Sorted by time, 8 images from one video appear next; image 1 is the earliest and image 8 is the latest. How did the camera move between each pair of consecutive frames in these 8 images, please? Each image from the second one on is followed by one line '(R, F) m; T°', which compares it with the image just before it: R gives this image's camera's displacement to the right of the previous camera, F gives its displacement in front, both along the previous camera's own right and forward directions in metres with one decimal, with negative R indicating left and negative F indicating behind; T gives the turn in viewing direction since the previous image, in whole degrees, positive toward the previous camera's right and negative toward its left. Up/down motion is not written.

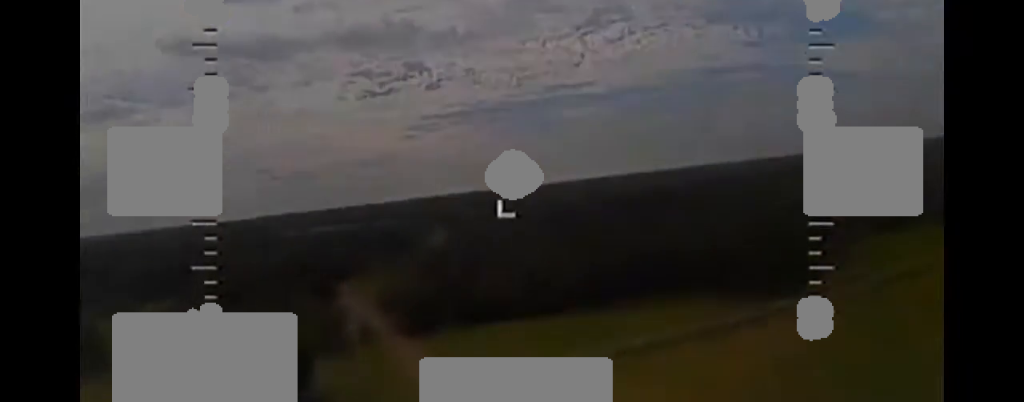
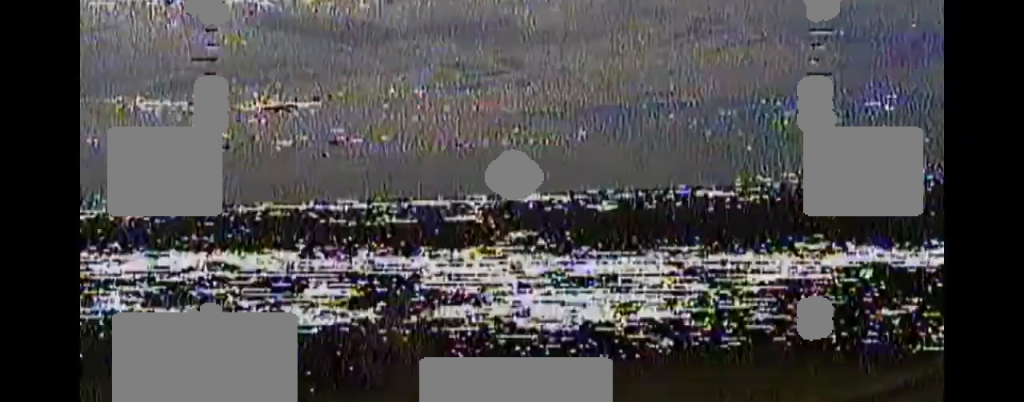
(-0.2, +35.0) m; +2°
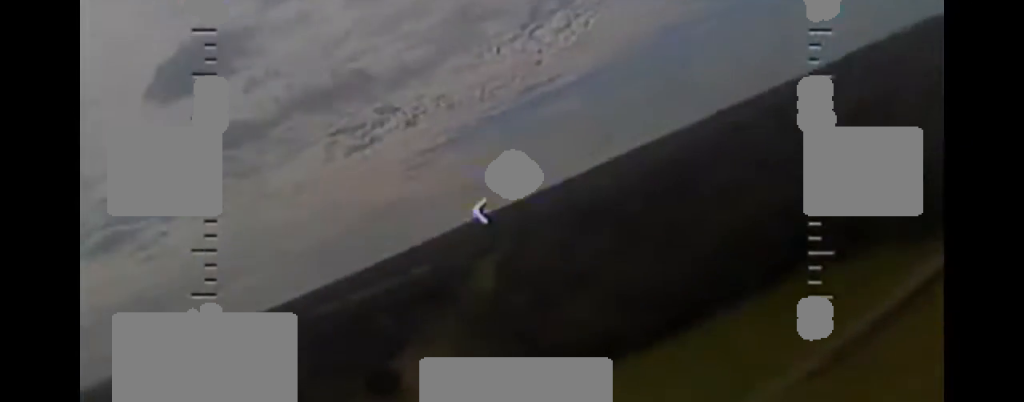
(-0.5, +7.8) m; +3°
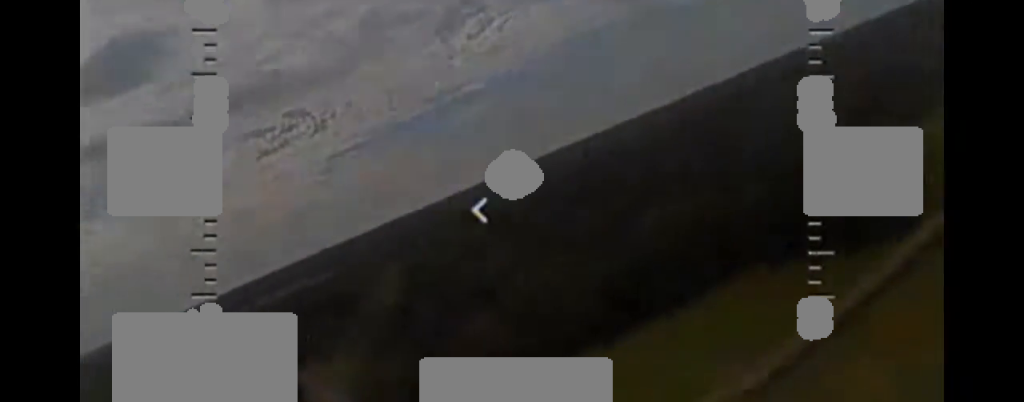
(+0.7, +6.7) m; +6°
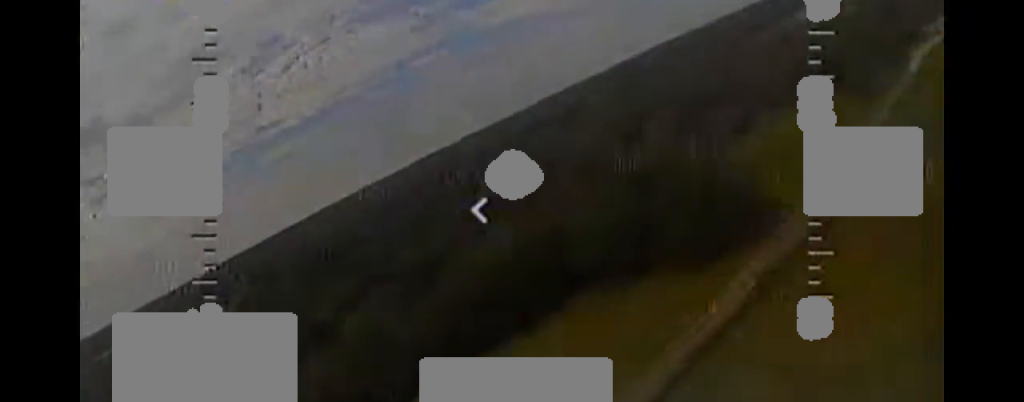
(0.0, +7.3) m; +7°
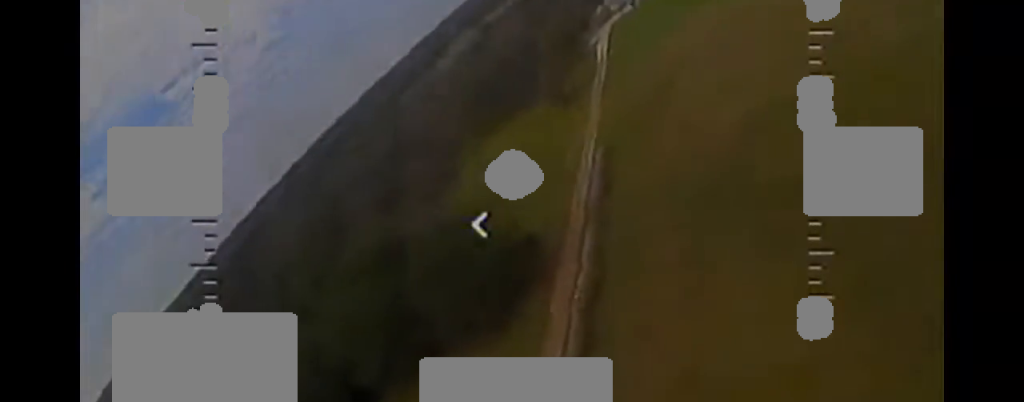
(+2.2, +16.6) m; +21°
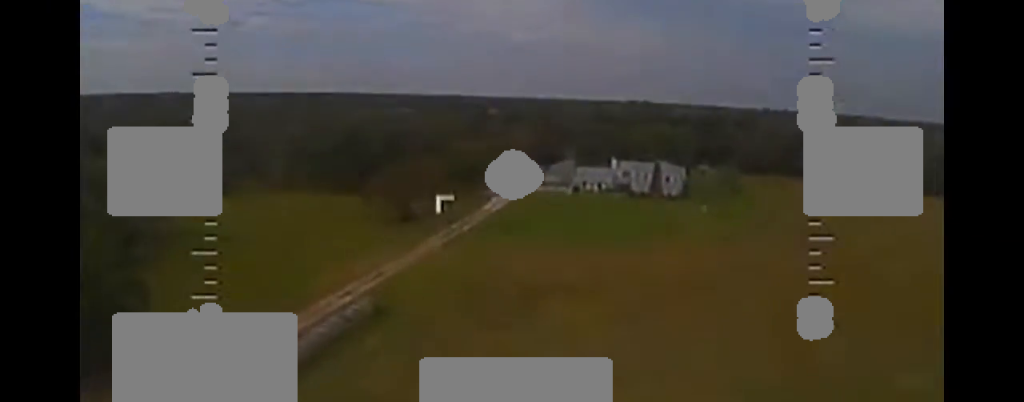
(+10.8, +40.5) m; +20°
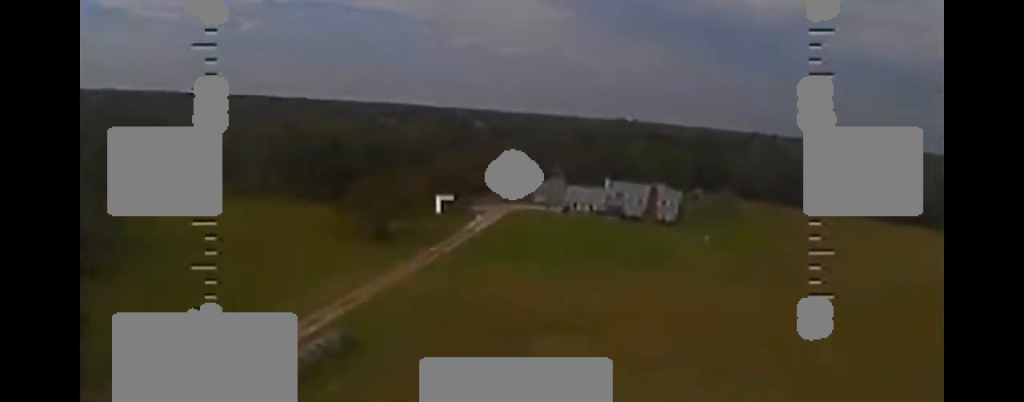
(+0.3, +7.5) m; +1°
